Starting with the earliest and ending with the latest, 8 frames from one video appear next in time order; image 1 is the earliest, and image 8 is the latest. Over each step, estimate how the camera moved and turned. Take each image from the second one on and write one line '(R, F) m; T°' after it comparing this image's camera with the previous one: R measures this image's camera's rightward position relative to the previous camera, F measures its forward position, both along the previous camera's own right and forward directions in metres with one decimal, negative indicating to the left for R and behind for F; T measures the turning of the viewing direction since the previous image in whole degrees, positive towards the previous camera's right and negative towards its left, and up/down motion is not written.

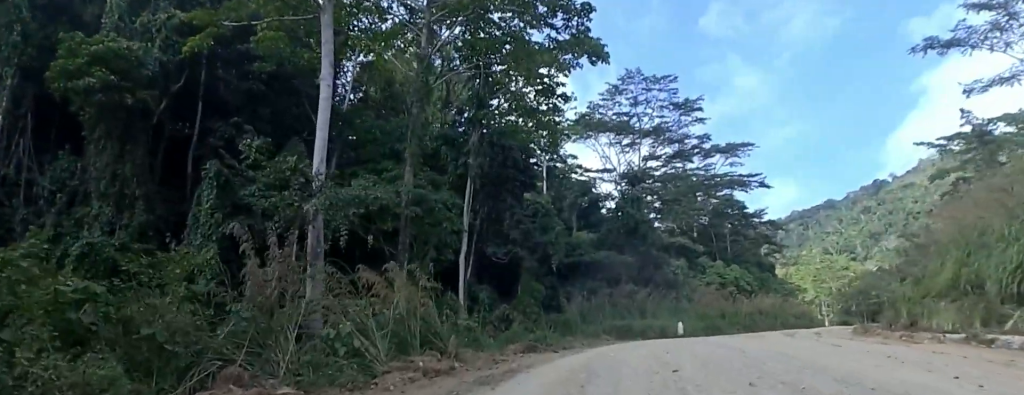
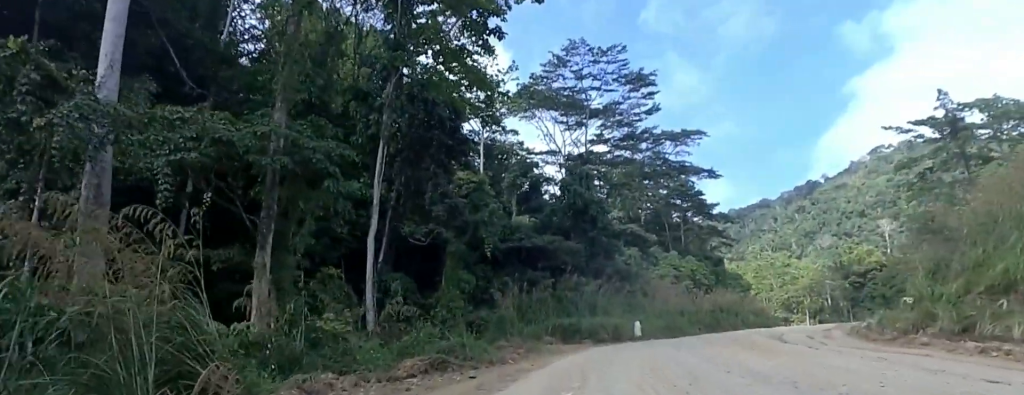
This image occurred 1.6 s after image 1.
(+1.3, +9.2) m; +10°
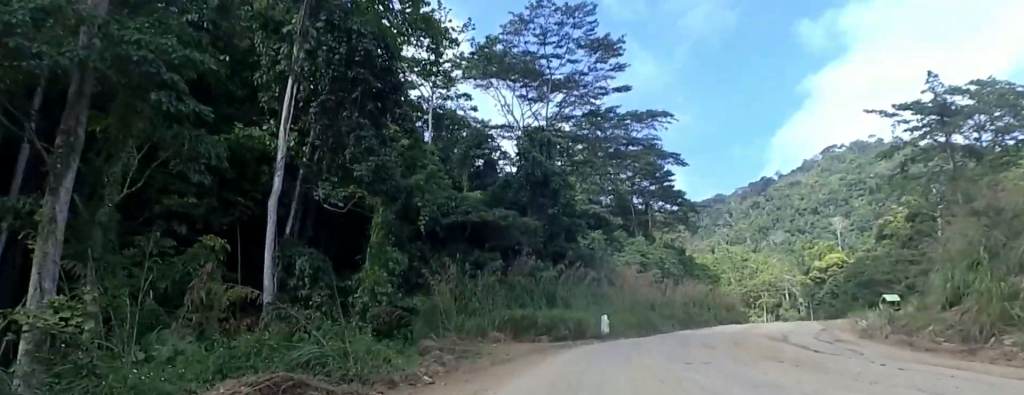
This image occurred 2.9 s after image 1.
(+0.1, +7.4) m; +1°
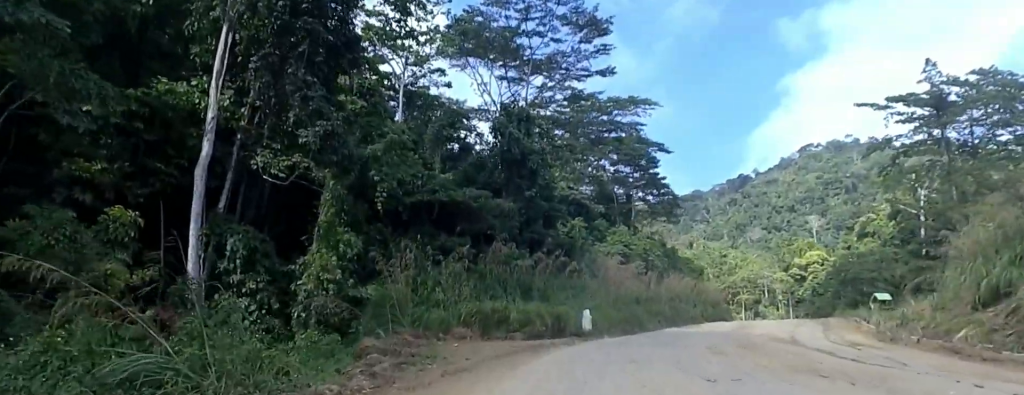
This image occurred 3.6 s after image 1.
(0.0, +3.9) m; +6°
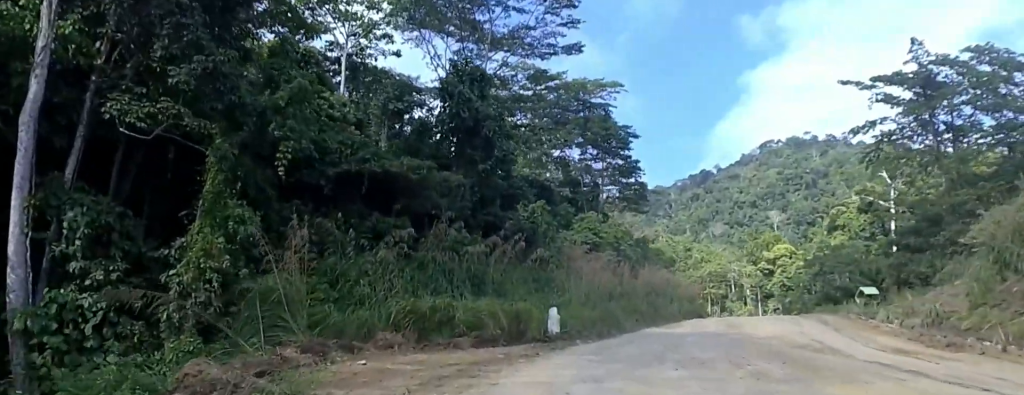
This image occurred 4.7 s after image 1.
(+0.7, +5.7) m; +12°
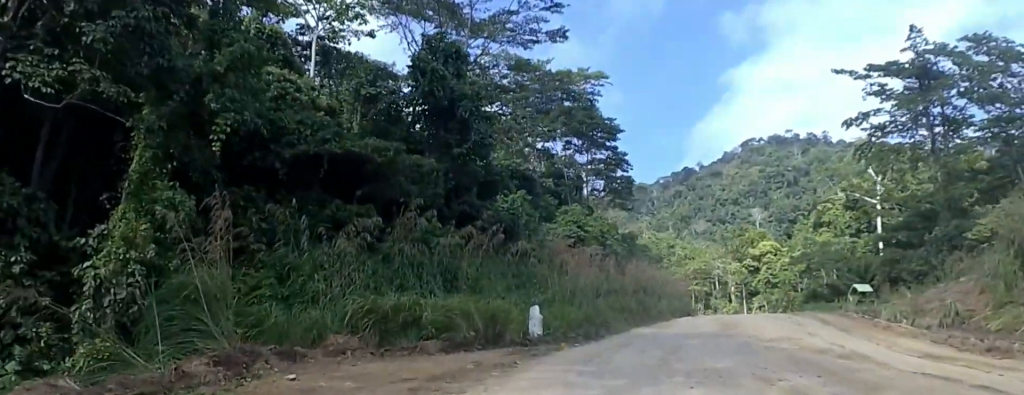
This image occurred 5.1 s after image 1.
(+0.2, +2.5) m; +4°
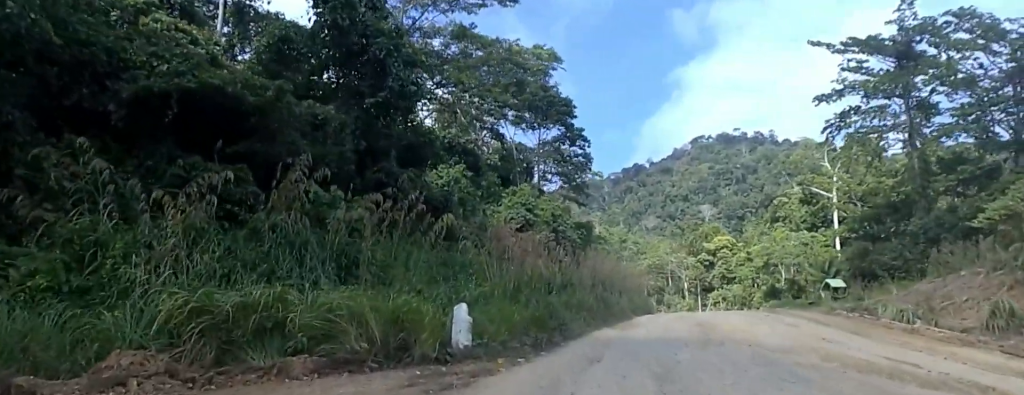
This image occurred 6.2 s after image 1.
(0.0, +5.8) m; 0°
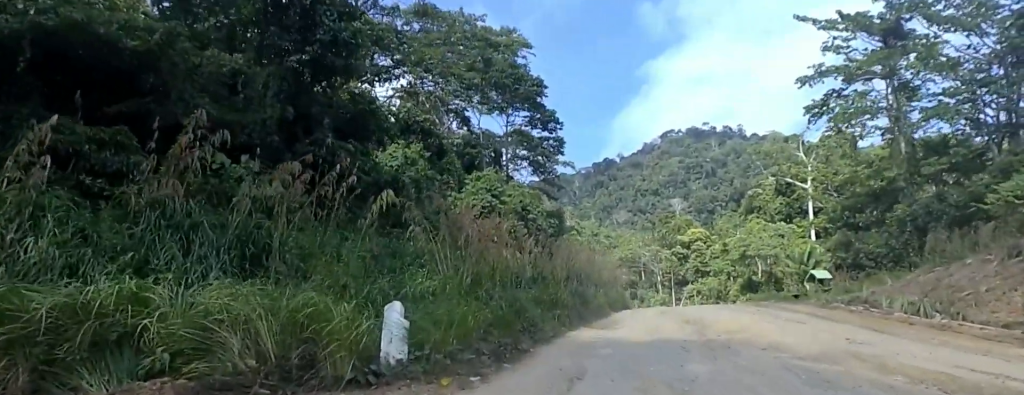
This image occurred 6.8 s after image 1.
(0.0, +3.4) m; 0°
